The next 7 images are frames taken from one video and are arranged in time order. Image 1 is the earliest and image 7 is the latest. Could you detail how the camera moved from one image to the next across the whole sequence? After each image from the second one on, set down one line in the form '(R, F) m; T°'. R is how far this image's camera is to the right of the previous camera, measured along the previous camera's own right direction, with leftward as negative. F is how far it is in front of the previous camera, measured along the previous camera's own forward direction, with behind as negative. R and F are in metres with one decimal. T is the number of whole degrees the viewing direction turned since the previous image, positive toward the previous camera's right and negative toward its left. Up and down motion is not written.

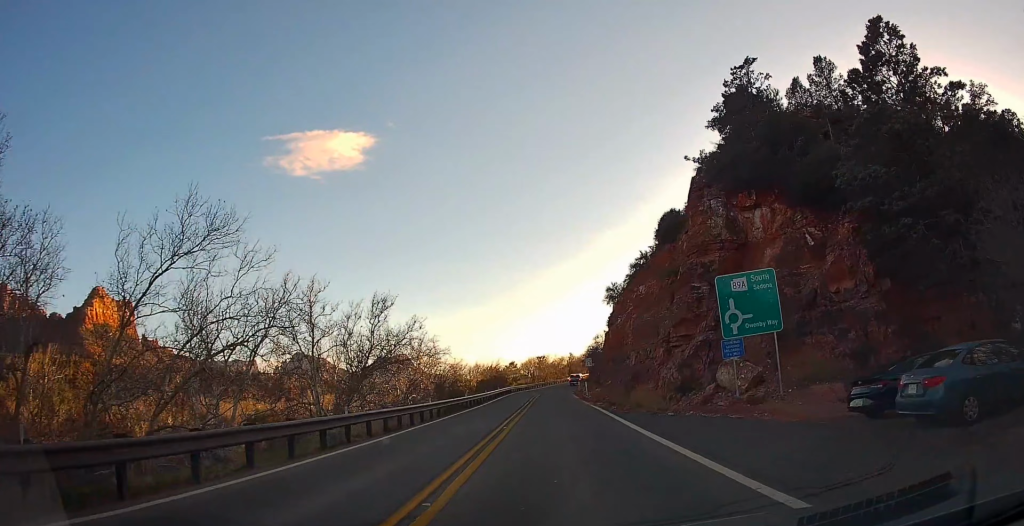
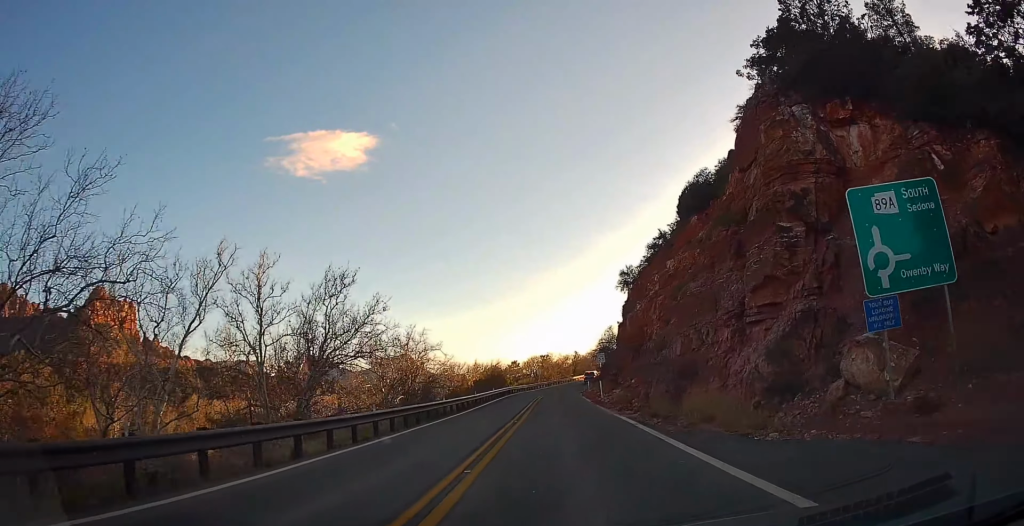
(0.0, +9.2) m; -1°
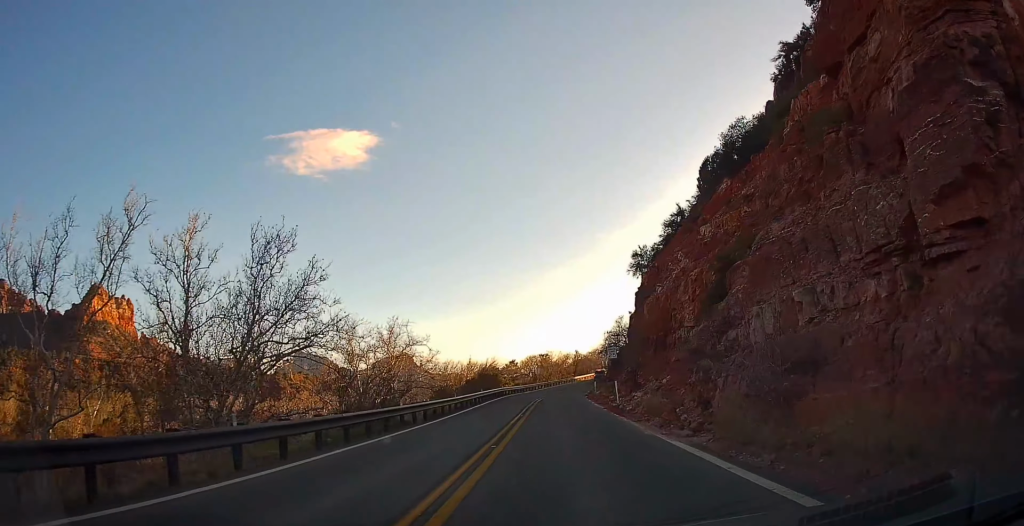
(0.0, +8.2) m; -1°
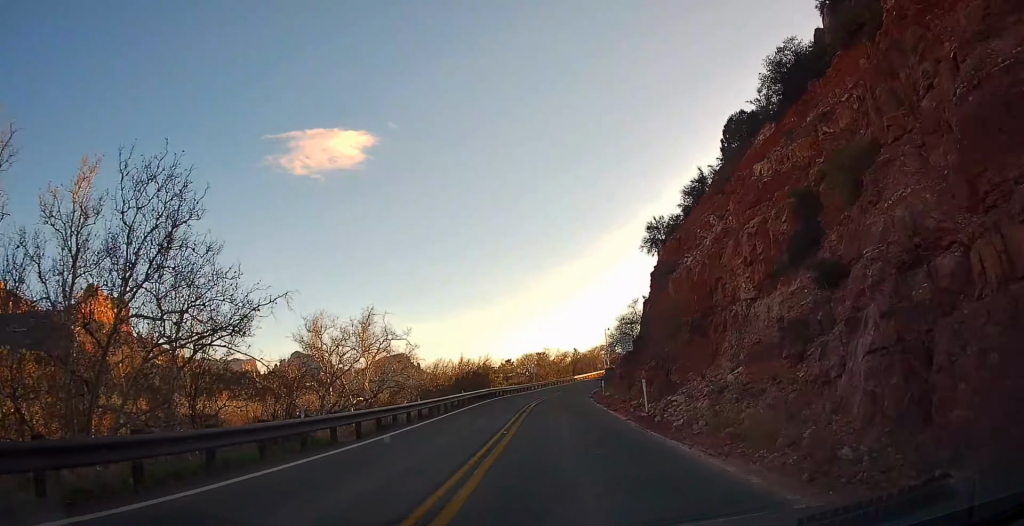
(-0.1, +8.2) m; -1°
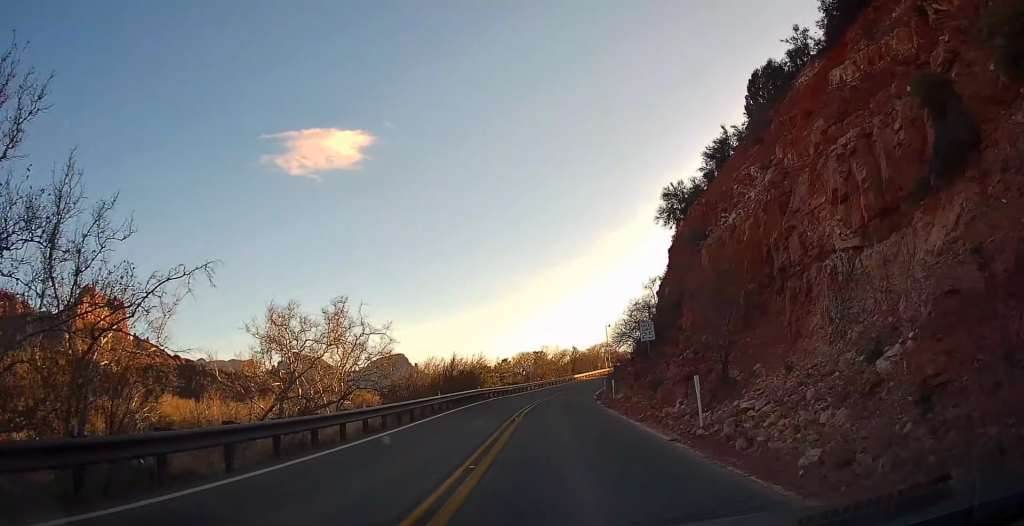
(0.0, +6.7) m; 0°
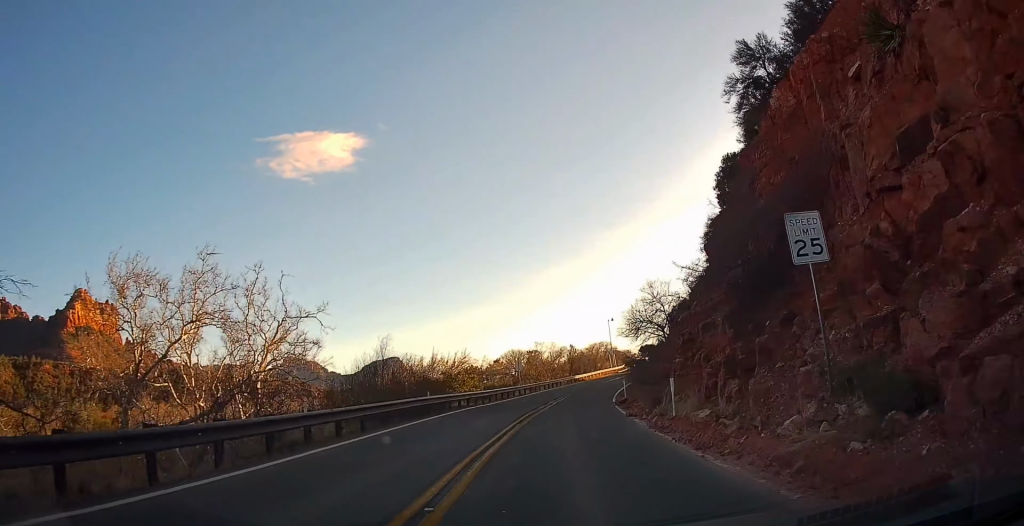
(-0.1, +14.9) m; 0°
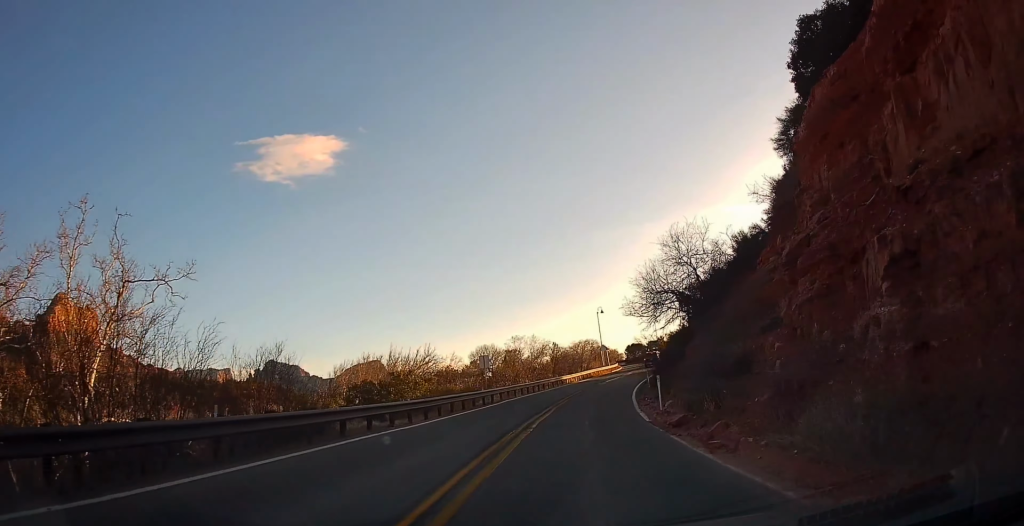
(+0.2, +14.7) m; +2°
